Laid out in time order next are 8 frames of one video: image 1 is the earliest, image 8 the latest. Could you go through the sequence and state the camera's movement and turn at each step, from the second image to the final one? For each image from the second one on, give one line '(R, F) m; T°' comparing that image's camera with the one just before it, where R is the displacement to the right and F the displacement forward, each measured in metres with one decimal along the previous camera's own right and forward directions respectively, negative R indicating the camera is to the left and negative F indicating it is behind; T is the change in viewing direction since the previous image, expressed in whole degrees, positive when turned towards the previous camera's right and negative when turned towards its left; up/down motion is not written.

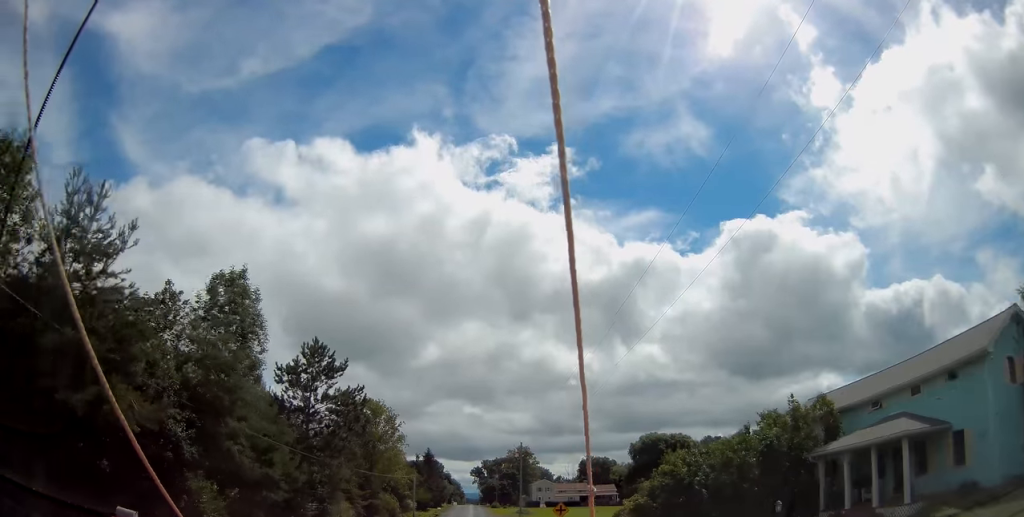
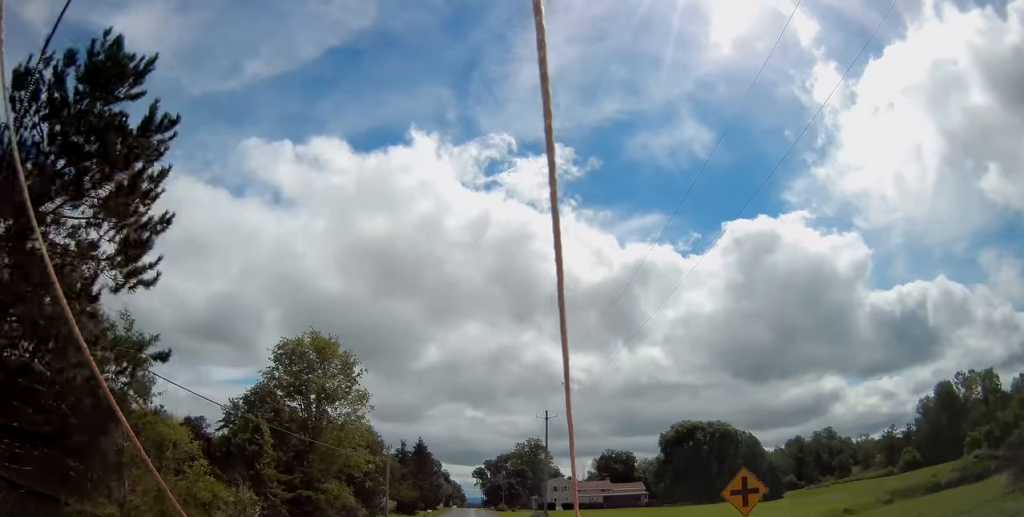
(0.0, +25.1) m; +1°
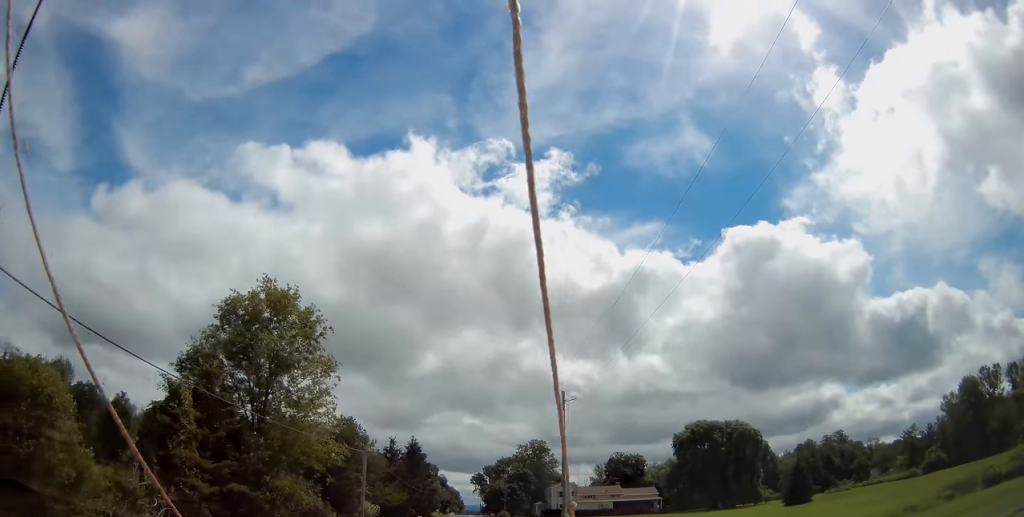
(-0.1, +10.3) m; +1°
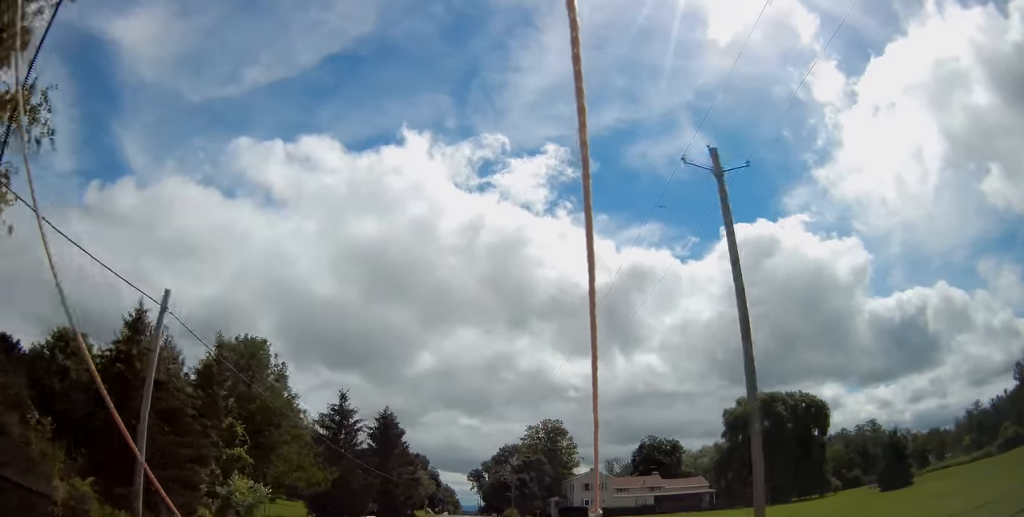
(+0.4, +28.2) m; 0°
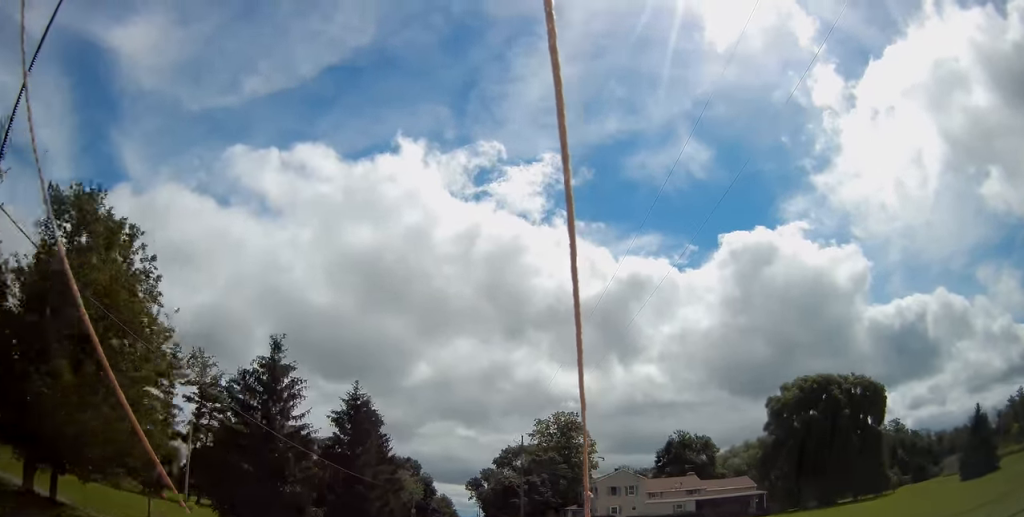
(-0.3, +17.1) m; -1°
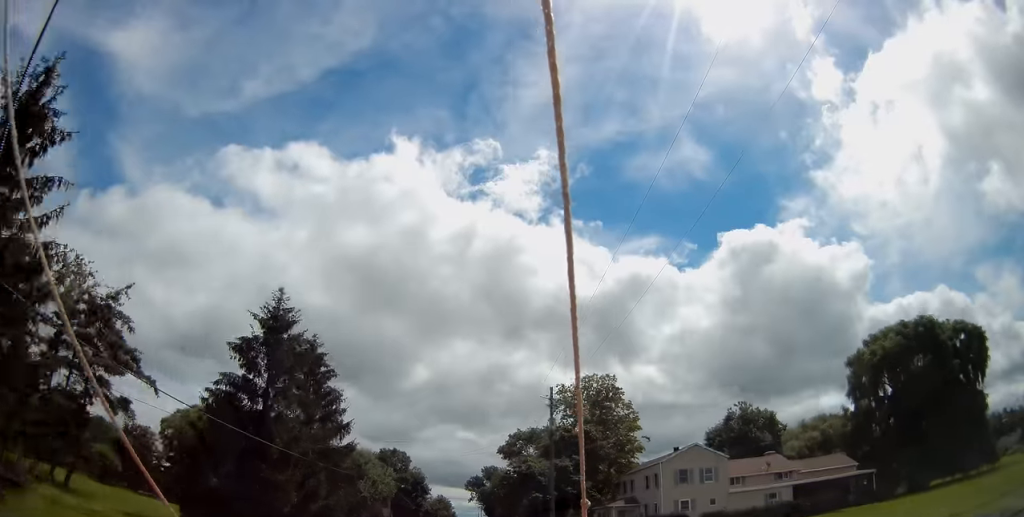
(0.0, +23.0) m; 0°
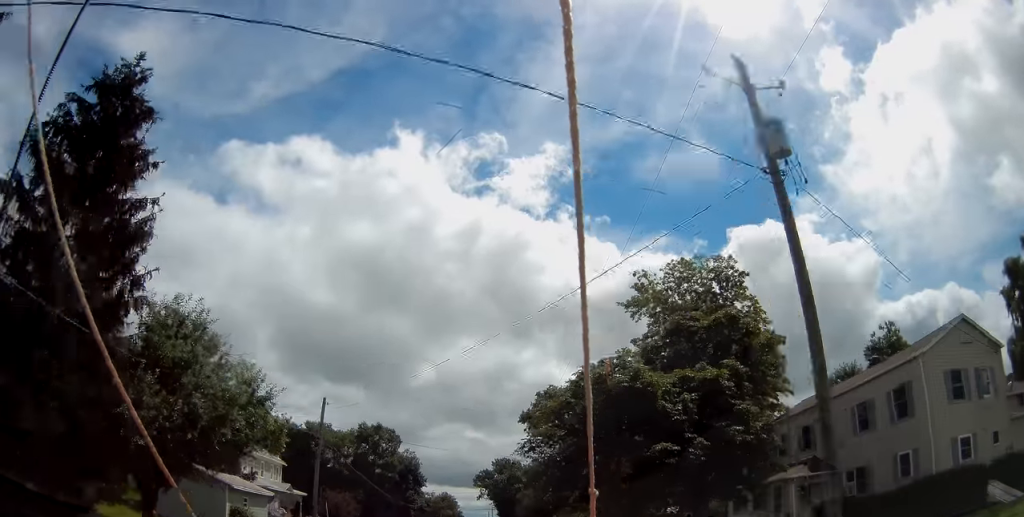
(-0.1, +28.8) m; 0°
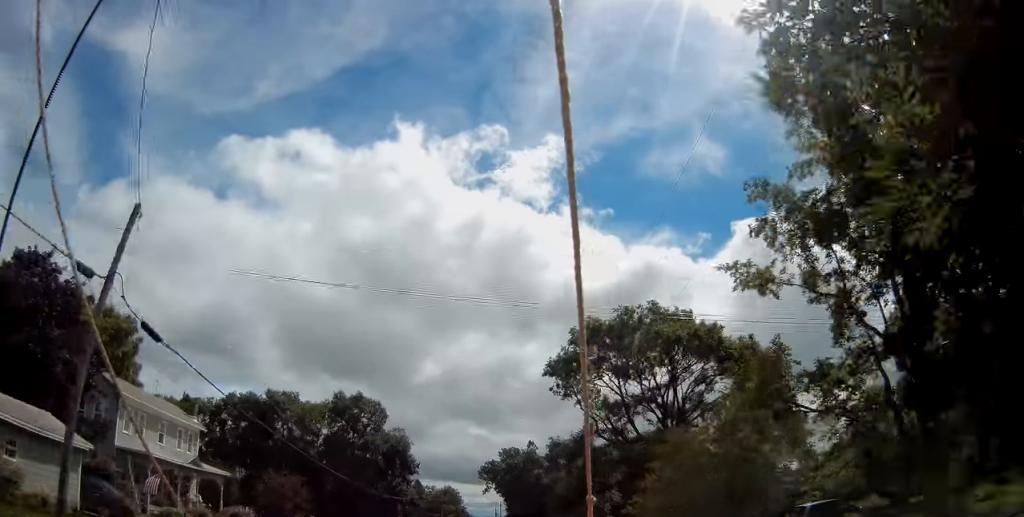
(0.0, +18.9) m; 0°
